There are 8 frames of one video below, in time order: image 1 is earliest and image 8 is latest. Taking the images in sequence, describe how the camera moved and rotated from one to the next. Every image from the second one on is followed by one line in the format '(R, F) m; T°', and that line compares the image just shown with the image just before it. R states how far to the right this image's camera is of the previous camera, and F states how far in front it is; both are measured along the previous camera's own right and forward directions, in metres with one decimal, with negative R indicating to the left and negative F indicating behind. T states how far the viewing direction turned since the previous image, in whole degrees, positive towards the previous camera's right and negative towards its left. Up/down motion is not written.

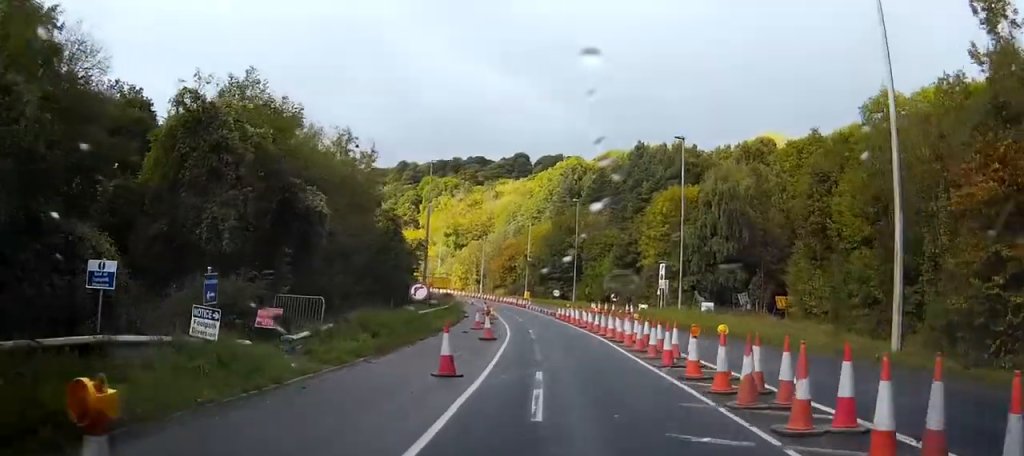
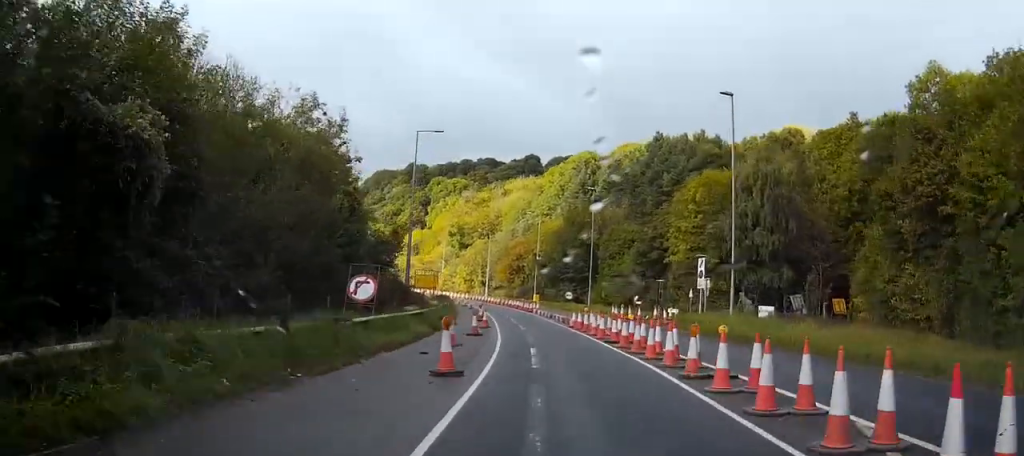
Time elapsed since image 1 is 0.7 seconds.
(-0.4, +12.5) m; -2°
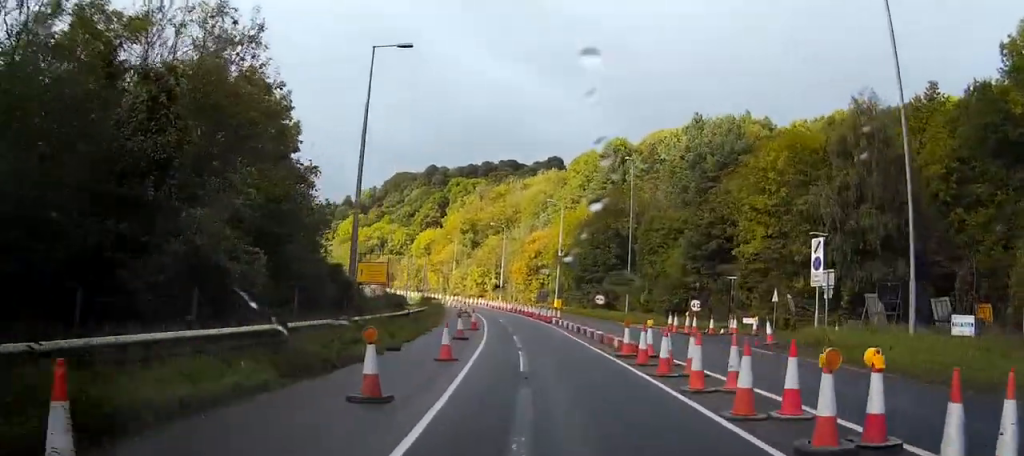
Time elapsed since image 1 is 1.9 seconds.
(-0.5, +20.0) m; -2°
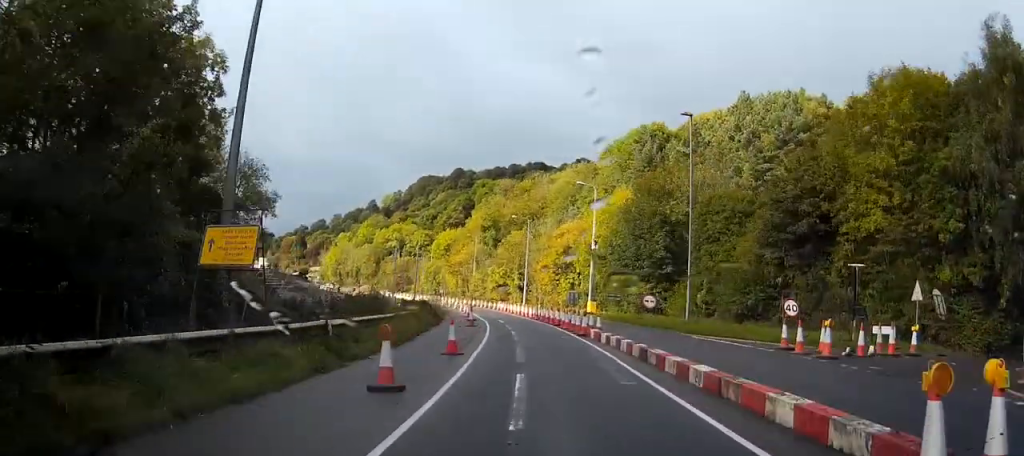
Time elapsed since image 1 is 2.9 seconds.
(0.0, +16.1) m; 0°
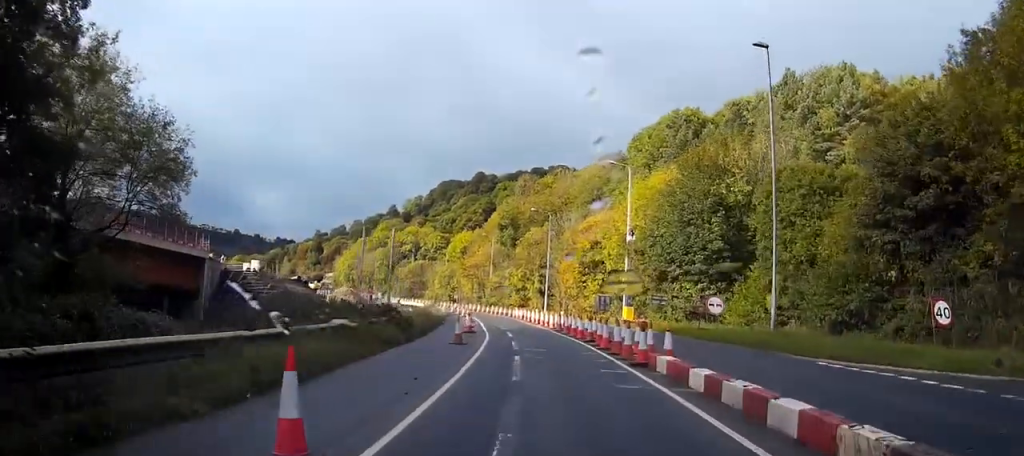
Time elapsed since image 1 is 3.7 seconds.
(0.0, +13.4) m; -1°
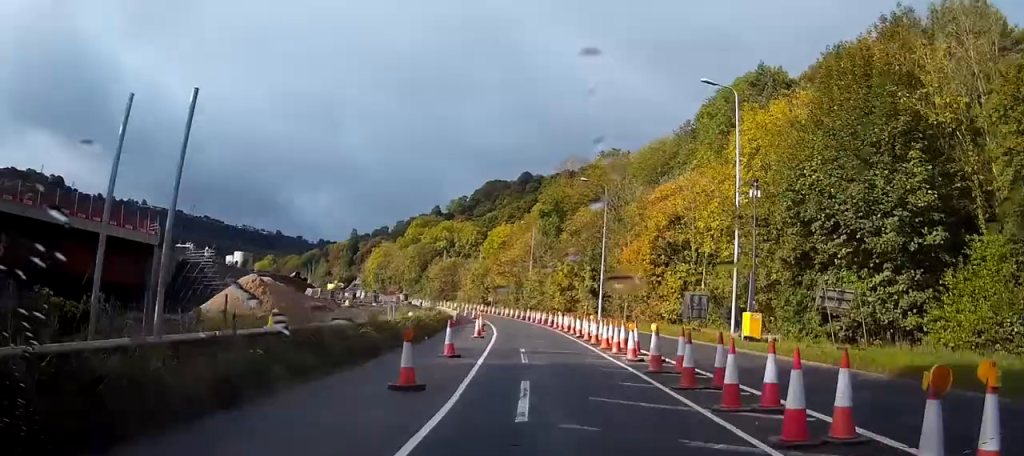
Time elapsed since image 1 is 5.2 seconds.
(-0.6, +22.8) m; -3°
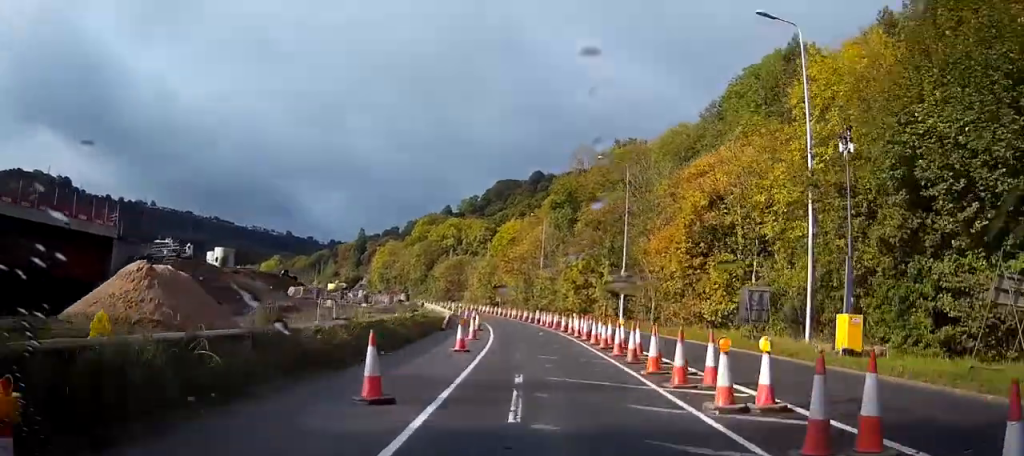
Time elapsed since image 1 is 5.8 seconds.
(-0.1, +9.2) m; -1°
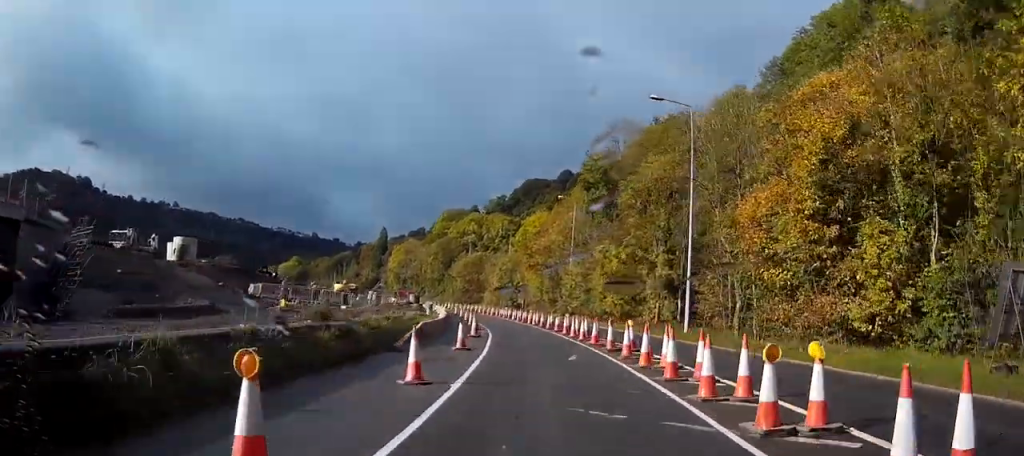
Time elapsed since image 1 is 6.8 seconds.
(-0.2, +16.2) m; -2°
